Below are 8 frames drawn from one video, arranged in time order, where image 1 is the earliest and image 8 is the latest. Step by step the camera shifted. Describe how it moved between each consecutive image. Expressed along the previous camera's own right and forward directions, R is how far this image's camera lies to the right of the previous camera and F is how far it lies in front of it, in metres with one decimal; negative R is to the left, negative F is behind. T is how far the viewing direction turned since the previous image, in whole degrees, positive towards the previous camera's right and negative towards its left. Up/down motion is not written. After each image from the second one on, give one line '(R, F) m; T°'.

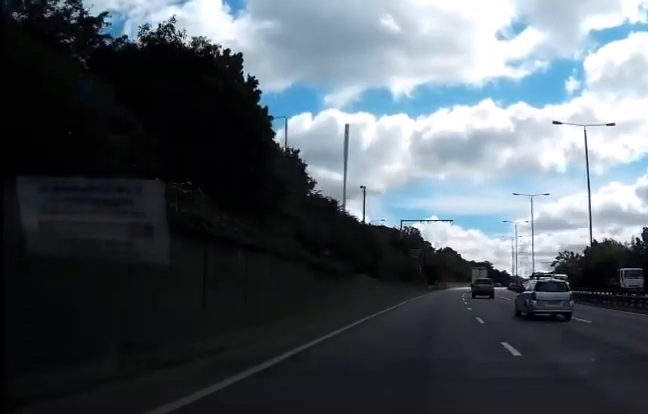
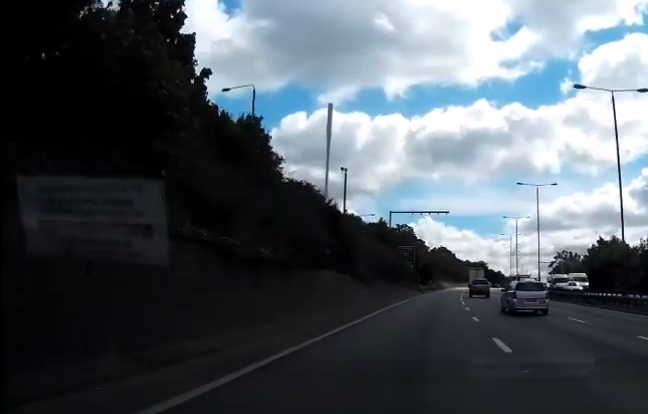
(0.0, +8.4) m; 0°
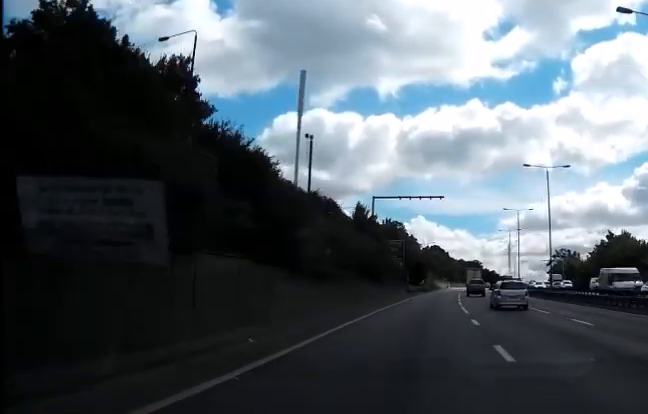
(0.0, +10.7) m; 0°
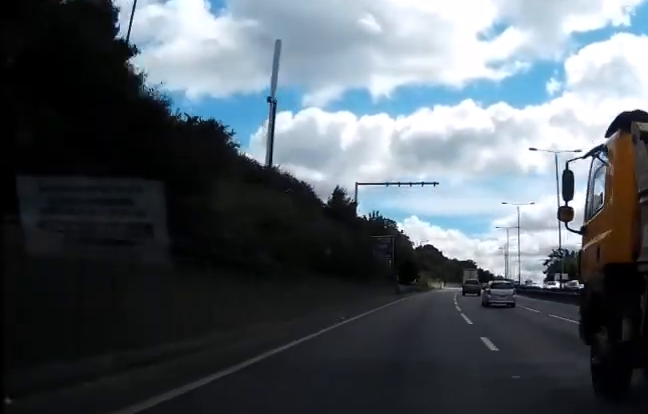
(0.0, +7.3) m; 0°
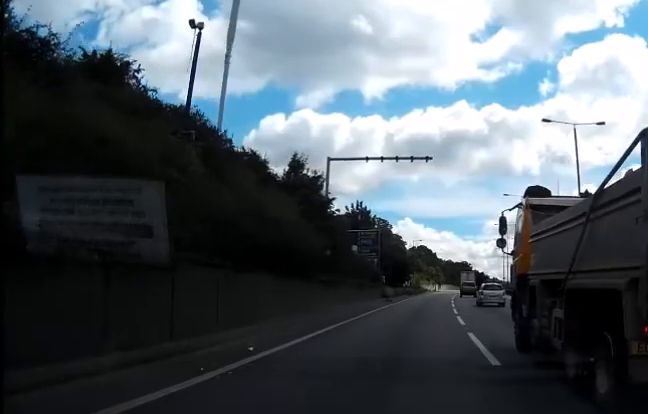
(0.0, +9.5) m; 0°
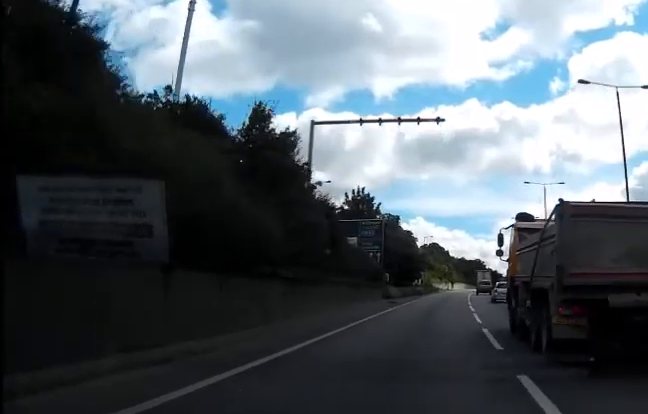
(0.0, +7.6) m; 0°
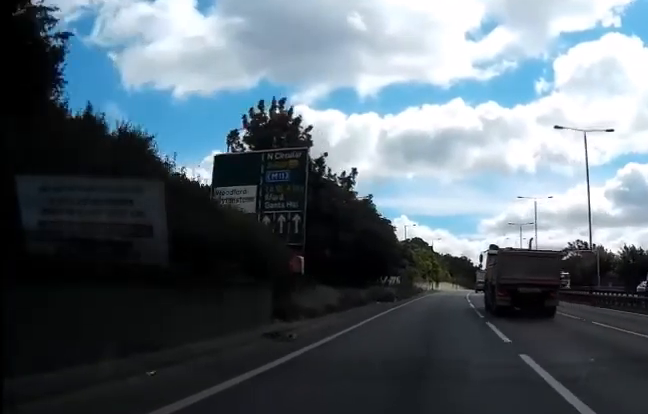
(0.0, +24.4) m; +2°
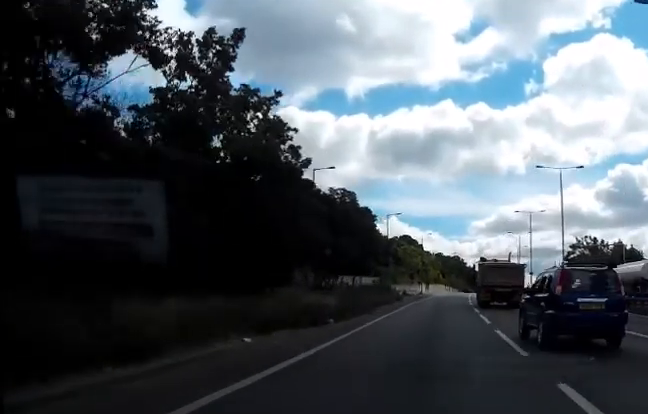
(+0.8, +21.7) m; +3°
